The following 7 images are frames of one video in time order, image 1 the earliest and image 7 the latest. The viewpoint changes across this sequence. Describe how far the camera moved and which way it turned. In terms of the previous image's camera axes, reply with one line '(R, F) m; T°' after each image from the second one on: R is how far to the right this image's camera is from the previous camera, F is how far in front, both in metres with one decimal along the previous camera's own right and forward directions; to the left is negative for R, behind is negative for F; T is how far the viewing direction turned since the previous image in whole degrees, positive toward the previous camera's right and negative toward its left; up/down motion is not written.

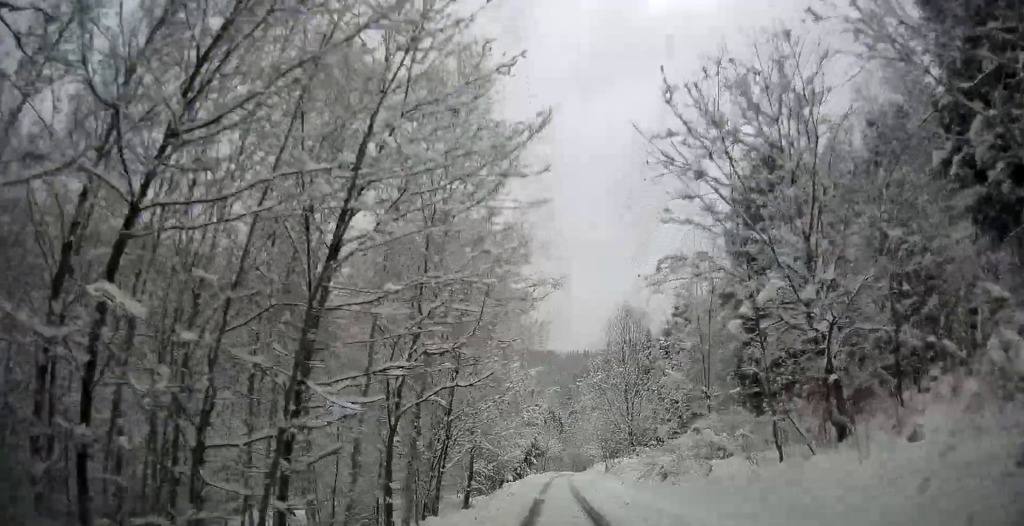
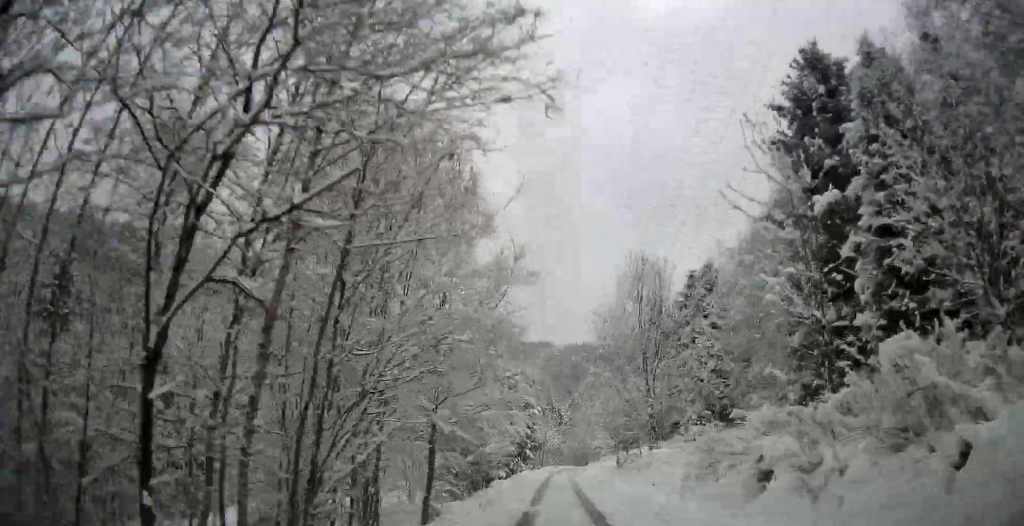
(0.0, +7.4) m; 0°
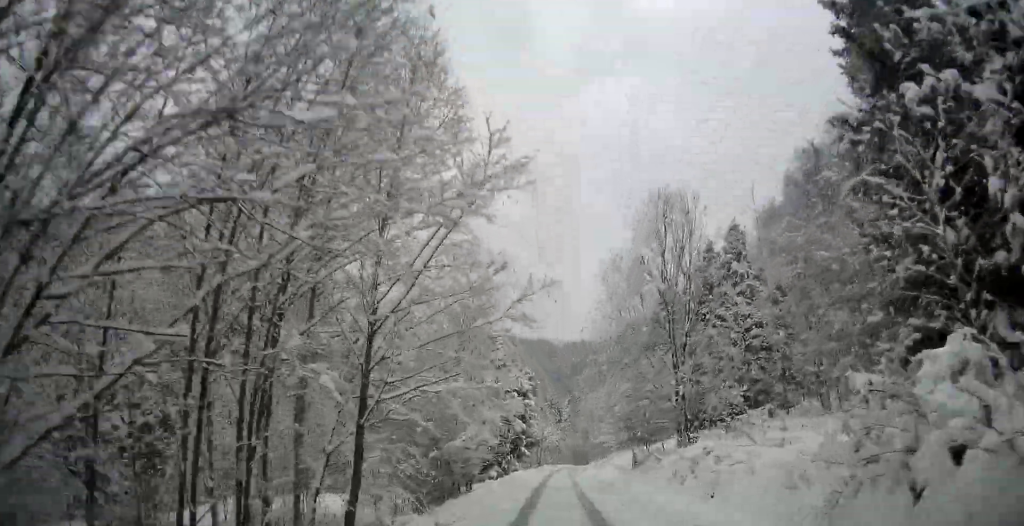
(0.0, +6.1) m; 0°
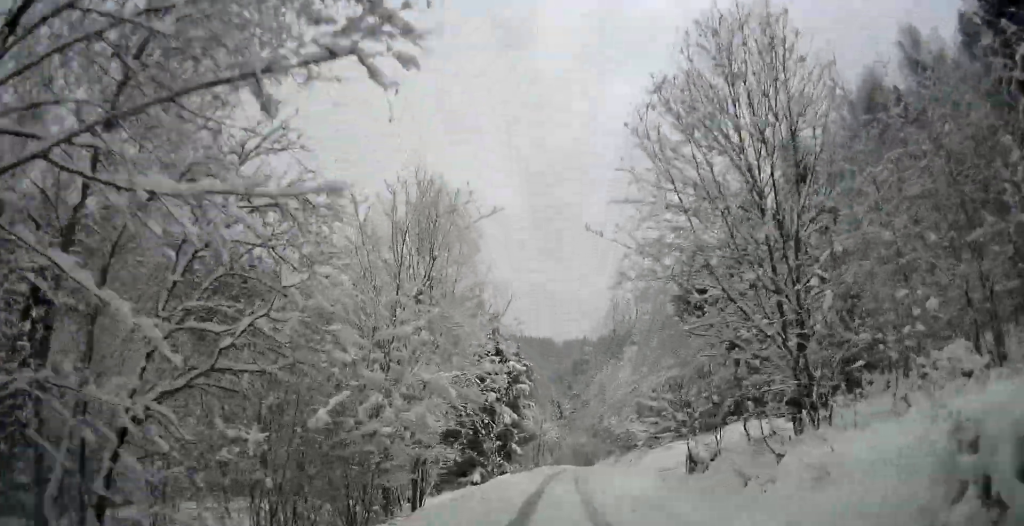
(0.0, +9.1) m; 0°
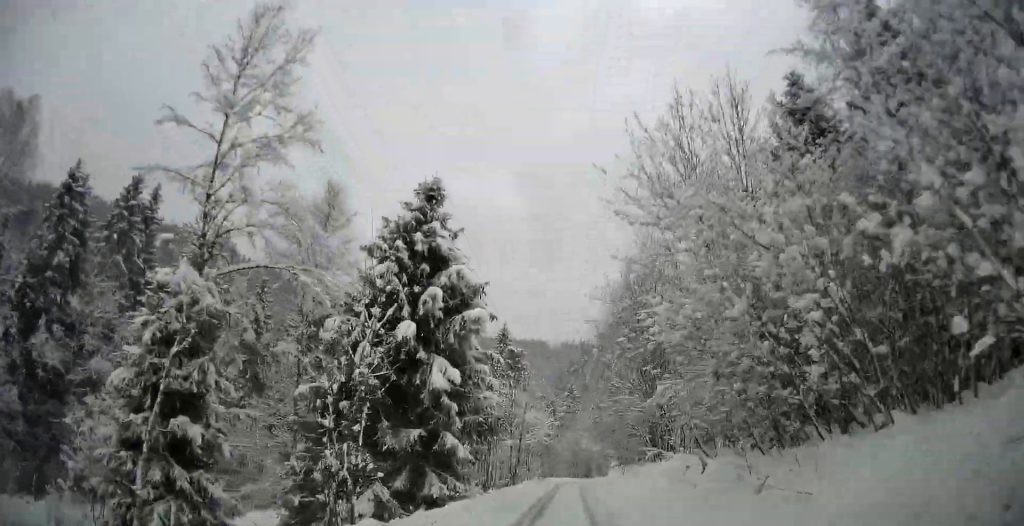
(+0.2, +18.8) m; +2°
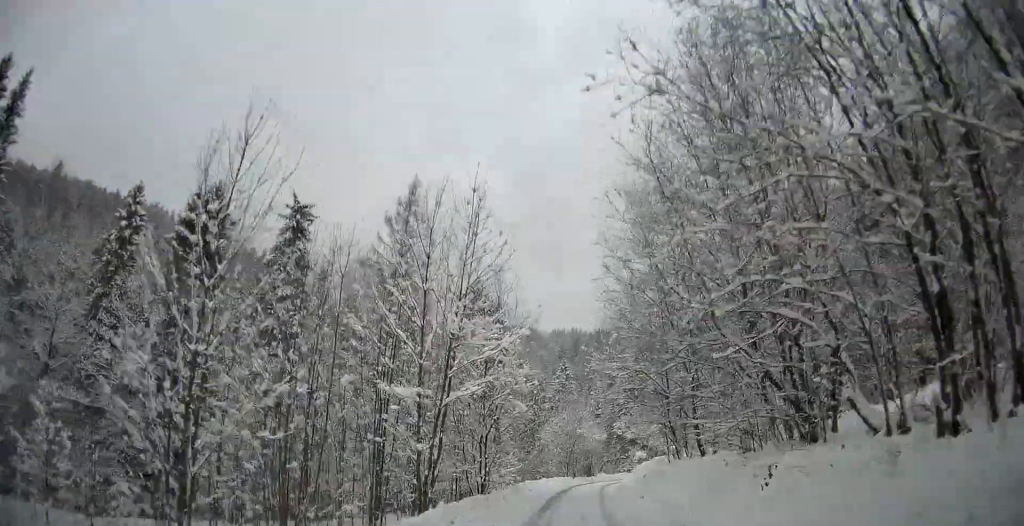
(+0.2, +20.1) m; +1°
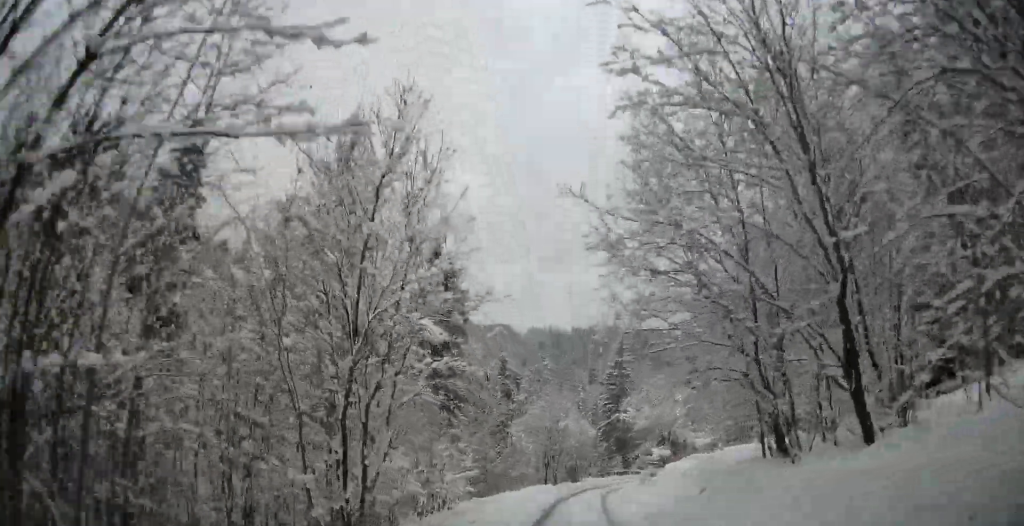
(+0.1, +11.4) m; +2°
